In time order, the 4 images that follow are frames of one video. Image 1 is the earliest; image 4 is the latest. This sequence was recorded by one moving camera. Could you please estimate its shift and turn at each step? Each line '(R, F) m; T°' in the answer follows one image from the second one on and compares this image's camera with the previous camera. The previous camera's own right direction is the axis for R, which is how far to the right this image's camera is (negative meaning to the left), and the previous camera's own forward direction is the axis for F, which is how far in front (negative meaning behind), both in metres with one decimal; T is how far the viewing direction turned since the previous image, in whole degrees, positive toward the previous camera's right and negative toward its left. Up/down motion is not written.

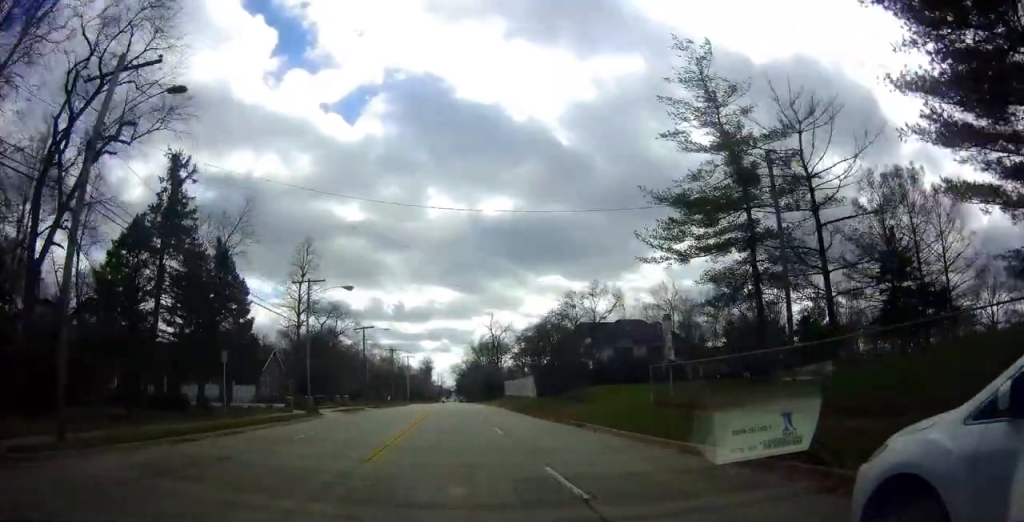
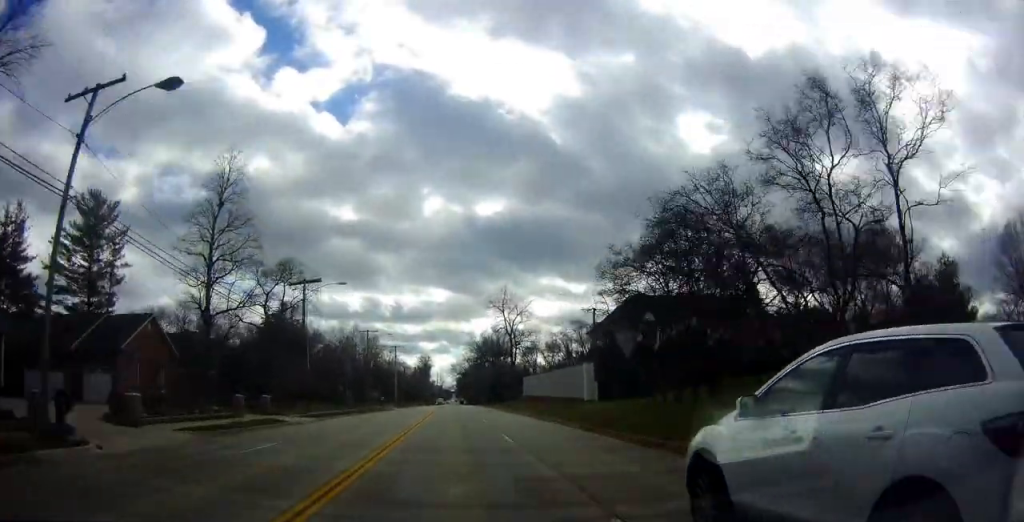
(+0.4, +28.2) m; +1°
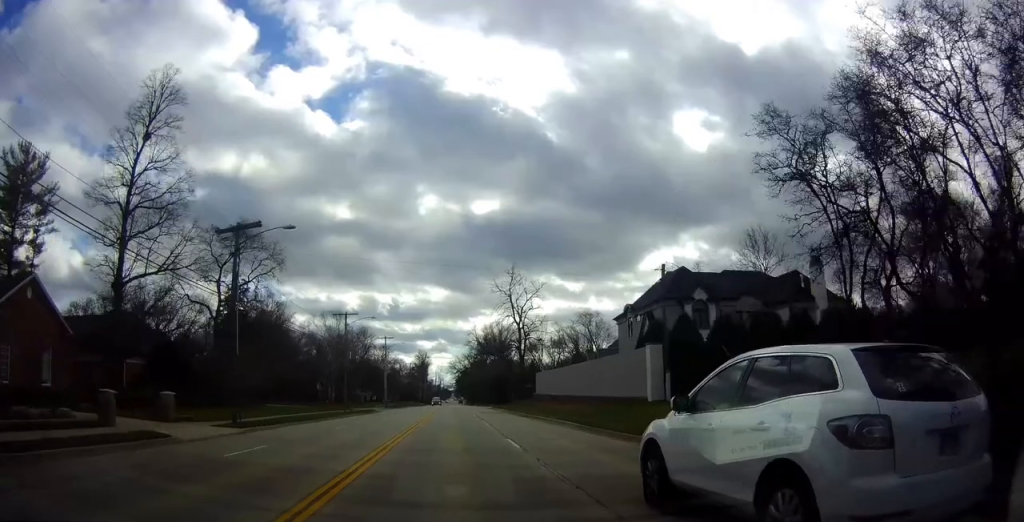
(0.0, +13.3) m; 0°
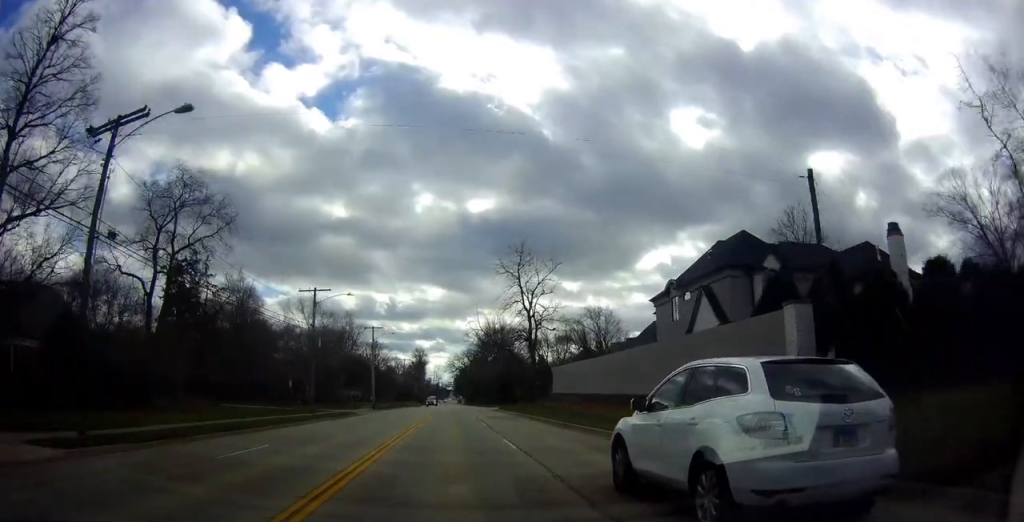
(0.0, +12.1) m; 0°
